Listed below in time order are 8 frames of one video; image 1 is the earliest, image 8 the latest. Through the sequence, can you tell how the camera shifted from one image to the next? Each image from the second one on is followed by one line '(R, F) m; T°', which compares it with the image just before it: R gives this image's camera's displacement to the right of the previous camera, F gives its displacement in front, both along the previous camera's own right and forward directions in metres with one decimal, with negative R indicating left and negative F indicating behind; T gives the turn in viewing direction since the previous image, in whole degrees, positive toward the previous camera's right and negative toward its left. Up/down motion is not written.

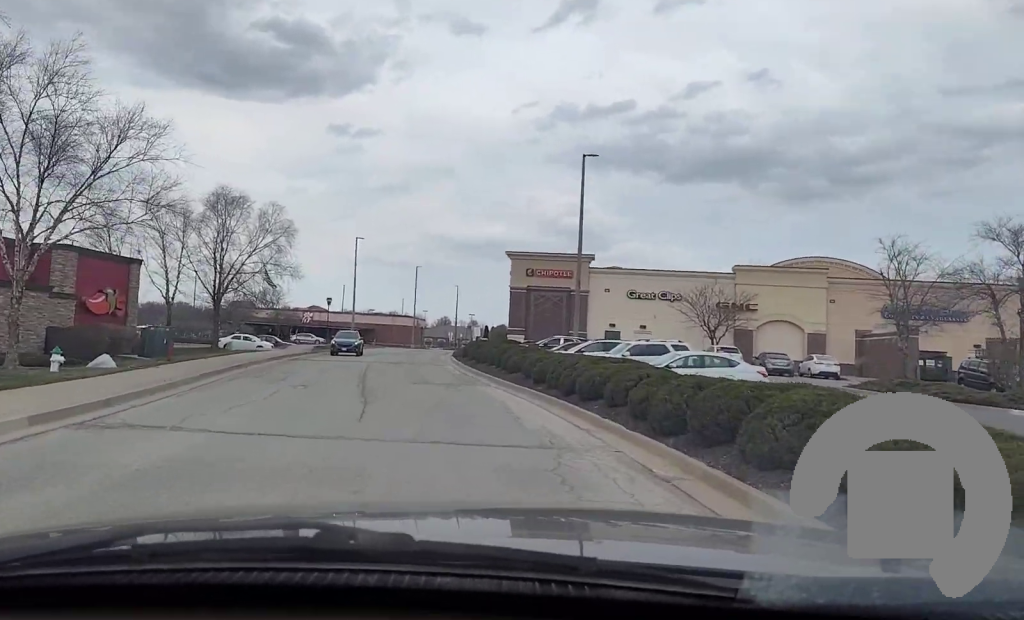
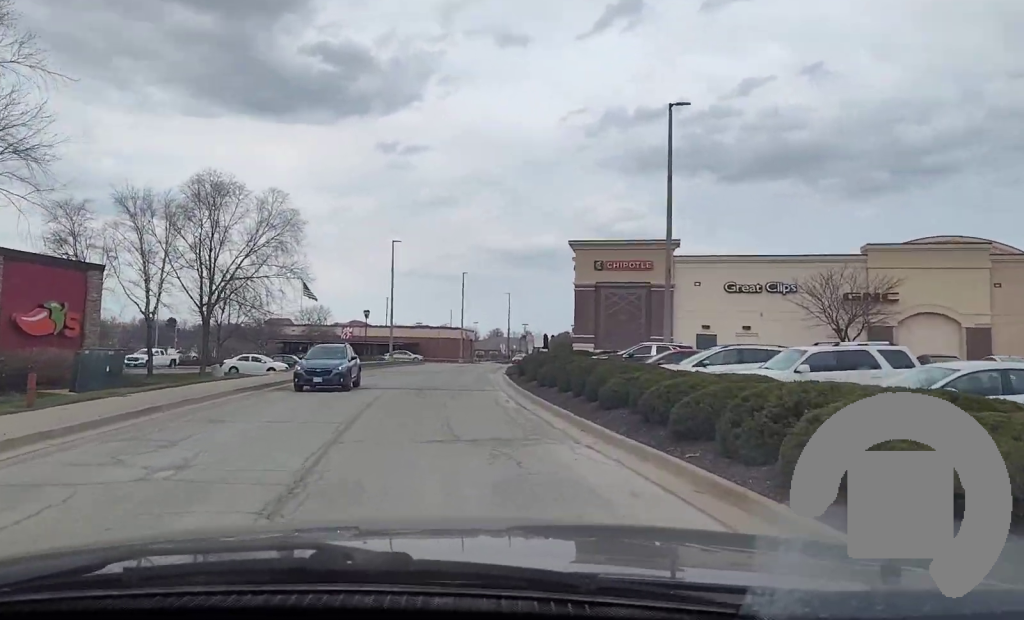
(-0.2, +11.7) m; -1°
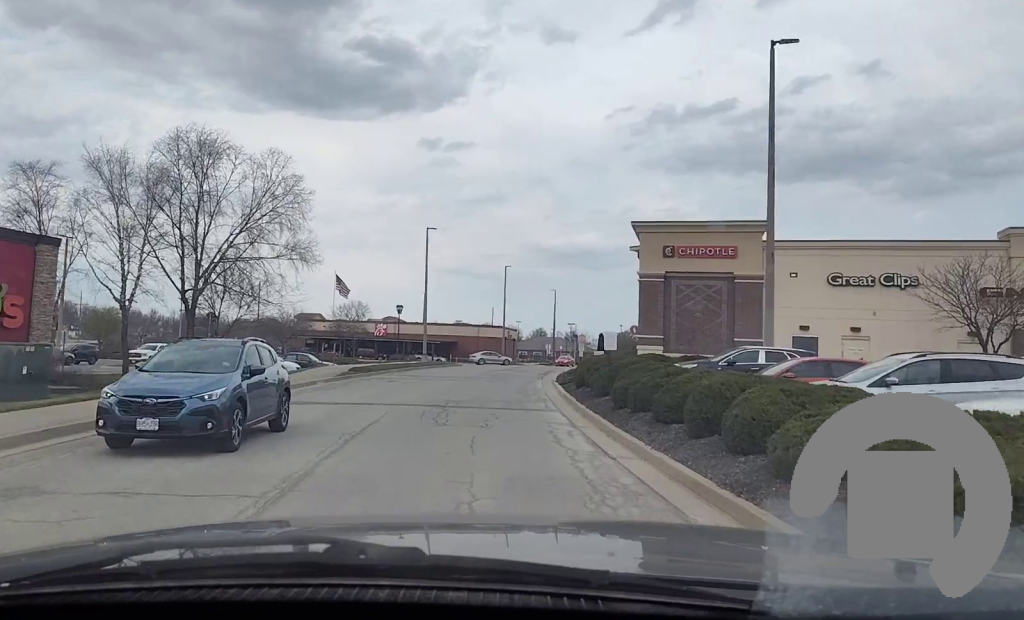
(0.0, +8.0) m; -1°
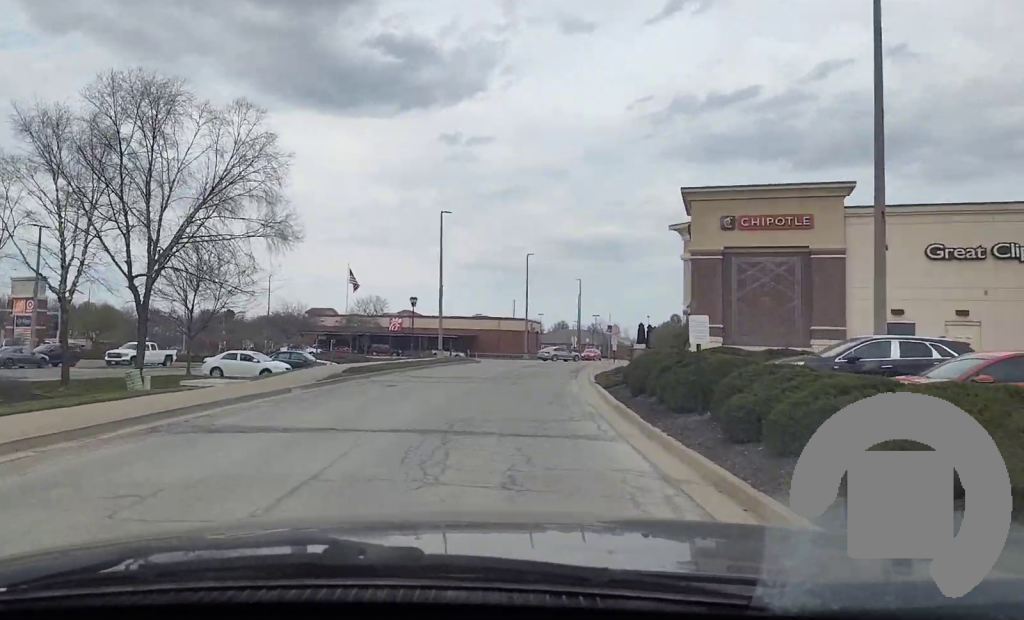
(-0.2, +7.5) m; -2°
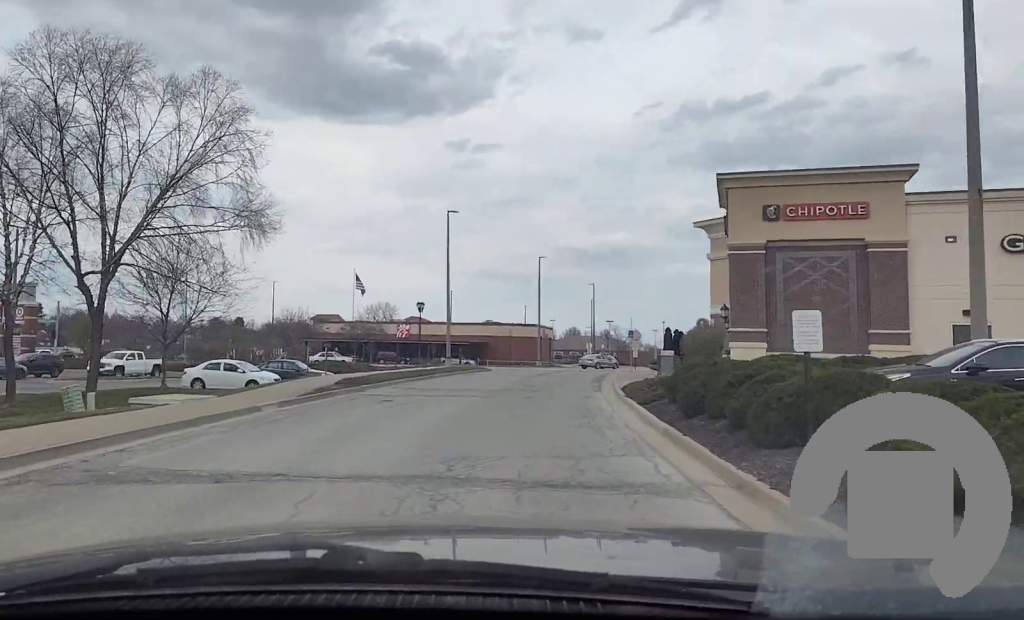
(0.0, +4.4) m; 0°
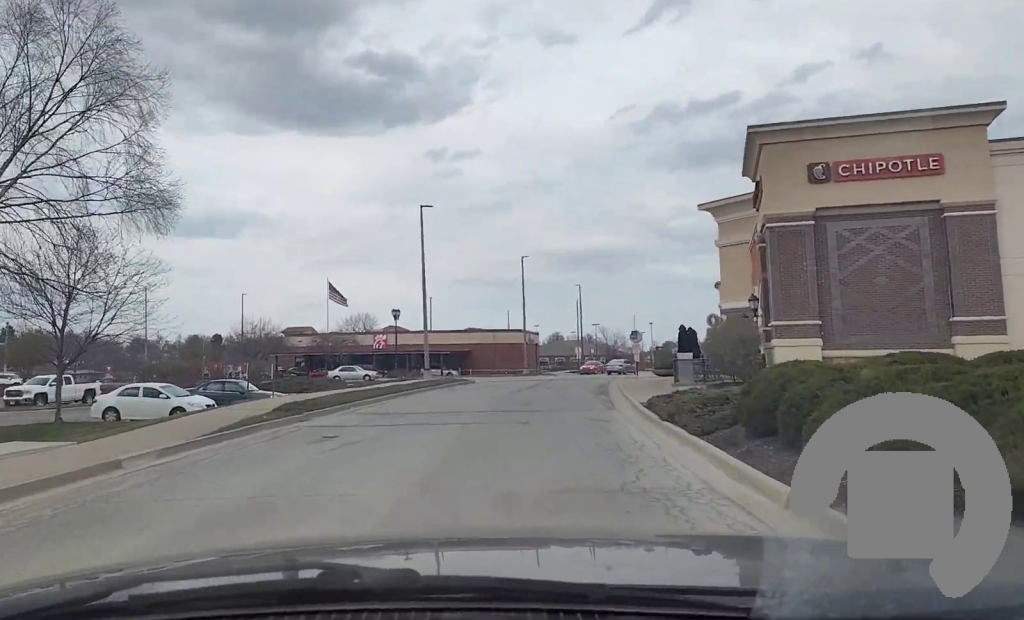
(0.0, +7.2) m; 0°
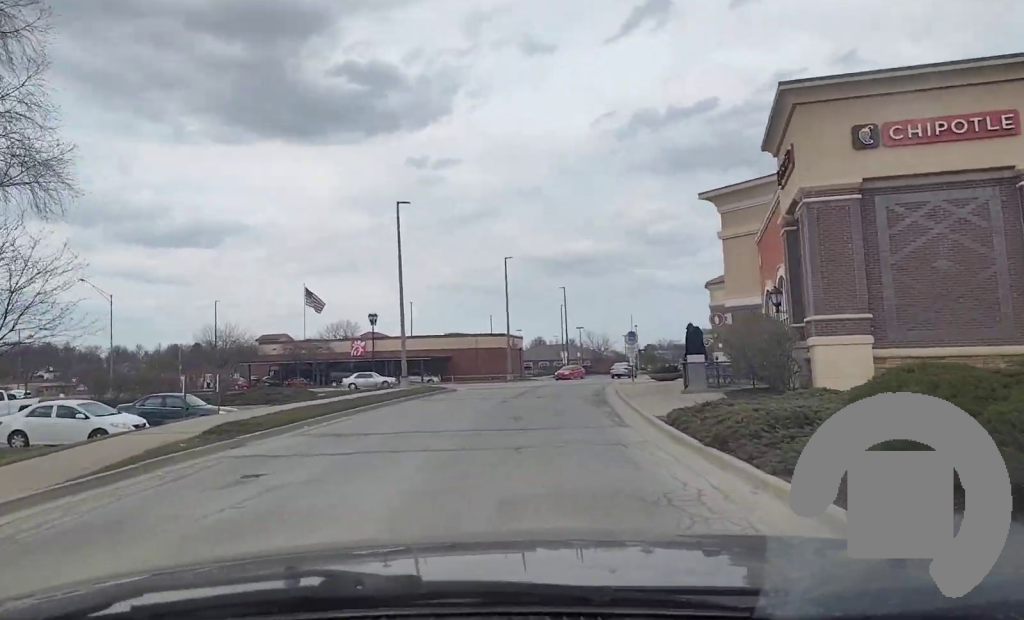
(0.0, +4.9) m; 0°
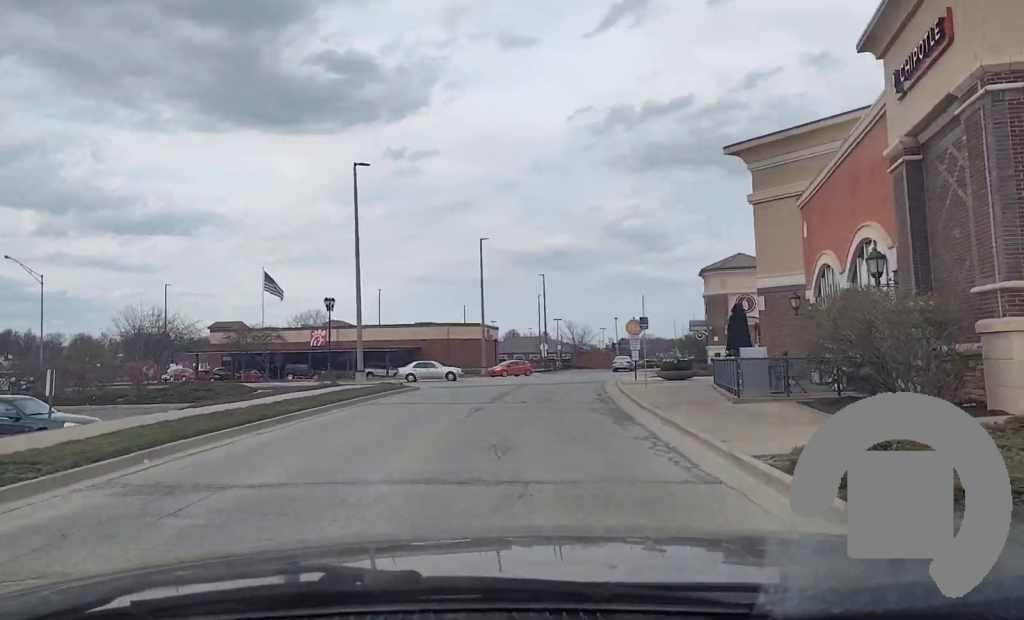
(0.0, +9.2) m; 0°
